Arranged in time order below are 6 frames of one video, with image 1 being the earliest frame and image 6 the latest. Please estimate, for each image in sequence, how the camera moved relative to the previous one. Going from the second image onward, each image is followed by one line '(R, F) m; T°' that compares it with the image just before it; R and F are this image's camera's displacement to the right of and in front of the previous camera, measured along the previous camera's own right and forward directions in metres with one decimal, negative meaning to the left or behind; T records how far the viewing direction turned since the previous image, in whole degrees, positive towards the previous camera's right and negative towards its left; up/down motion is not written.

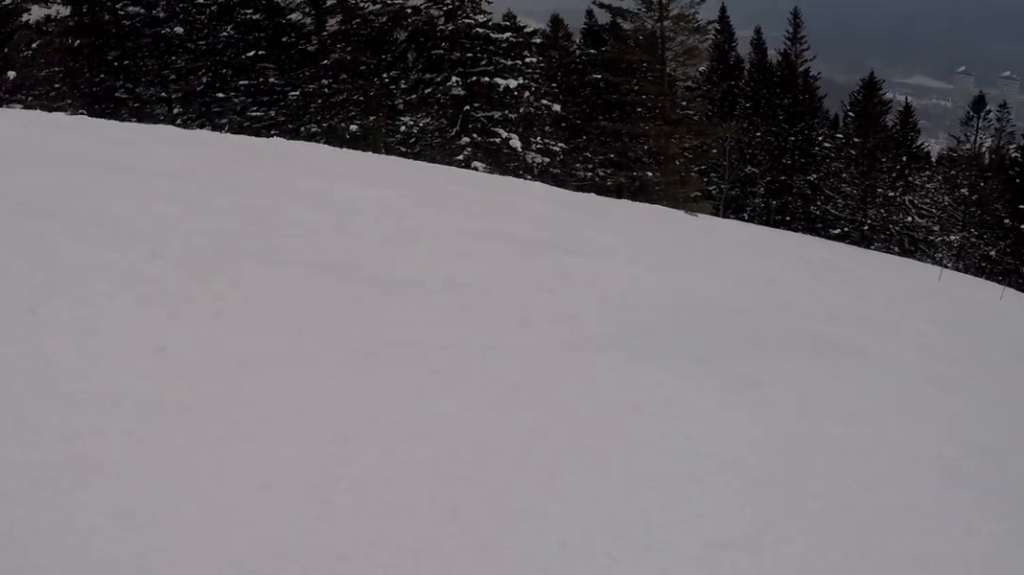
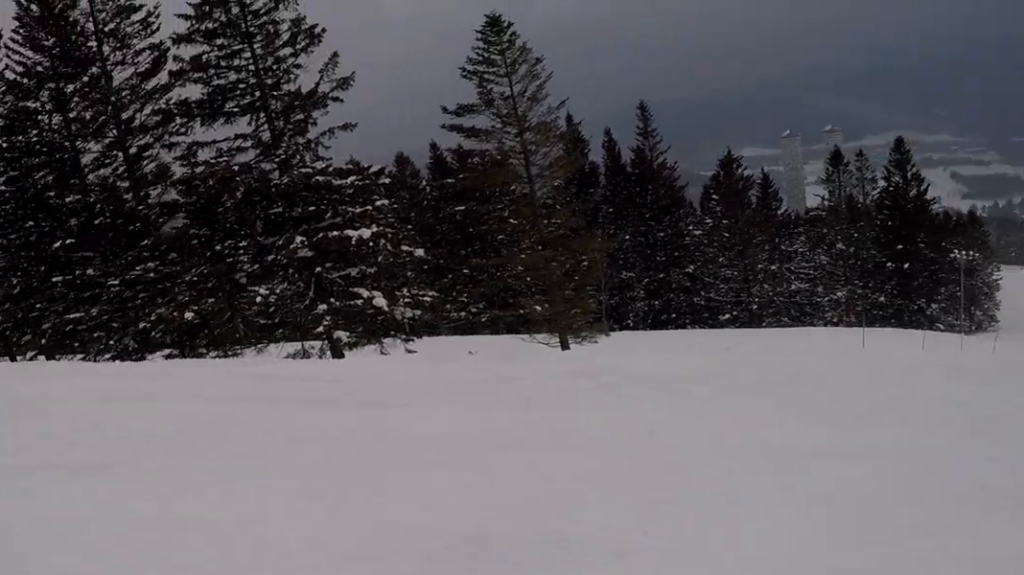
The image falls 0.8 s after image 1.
(+0.6, +4.2) m; +14°
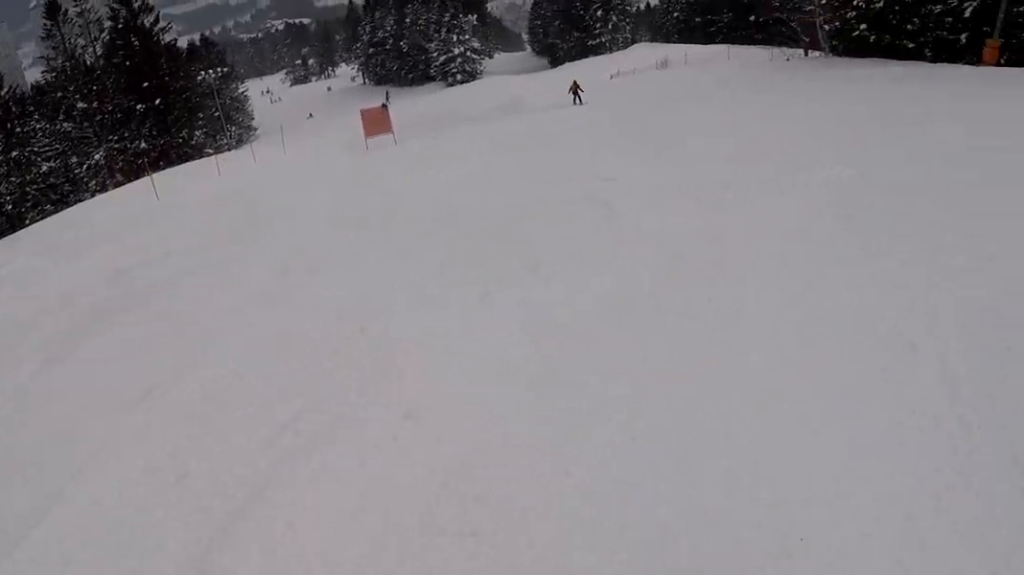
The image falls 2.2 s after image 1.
(+2.1, +5.8) m; +58°
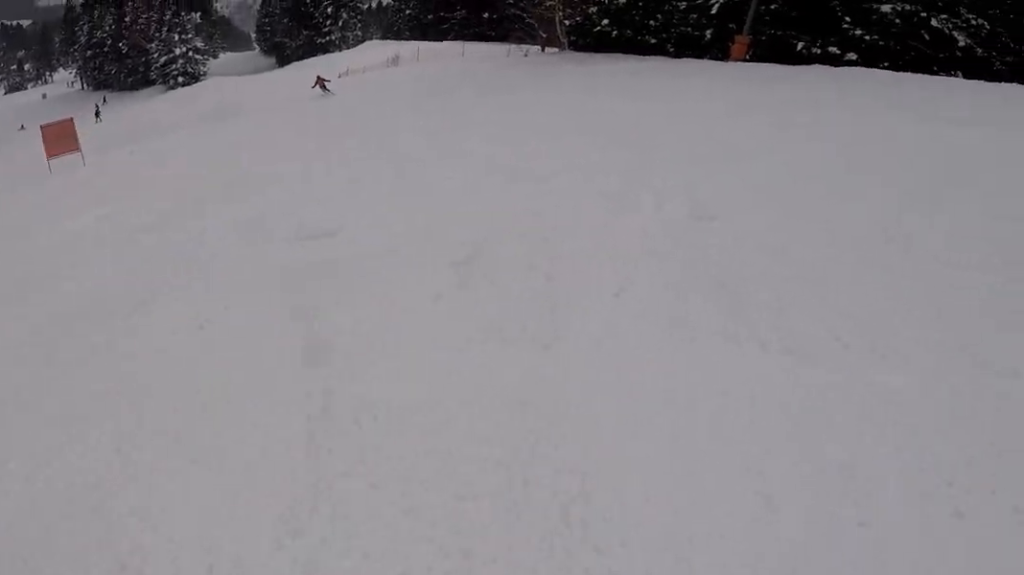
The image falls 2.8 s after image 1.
(+1.2, +3.0) m; +33°
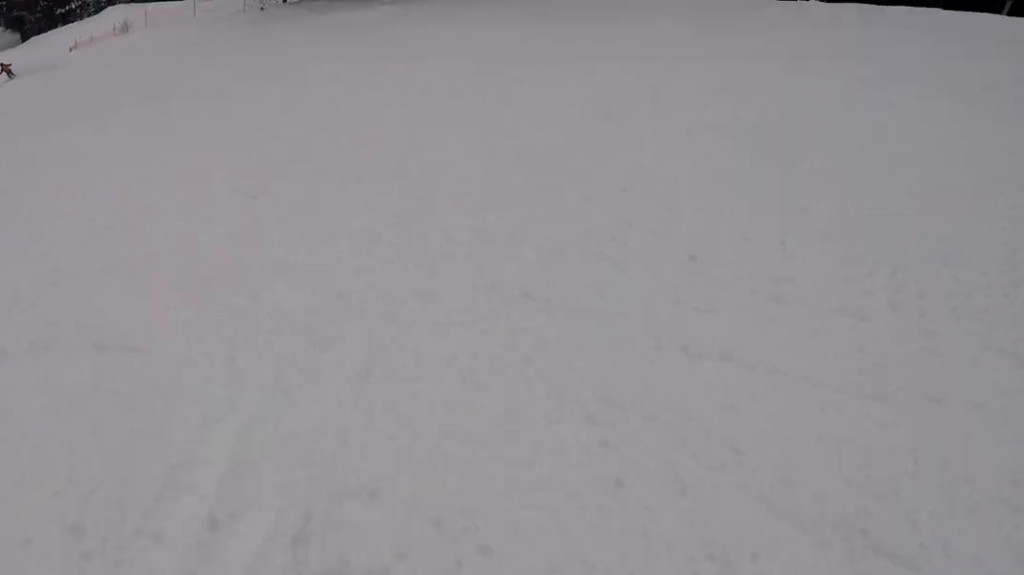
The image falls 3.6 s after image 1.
(+1.3, +4.0) m; +7°
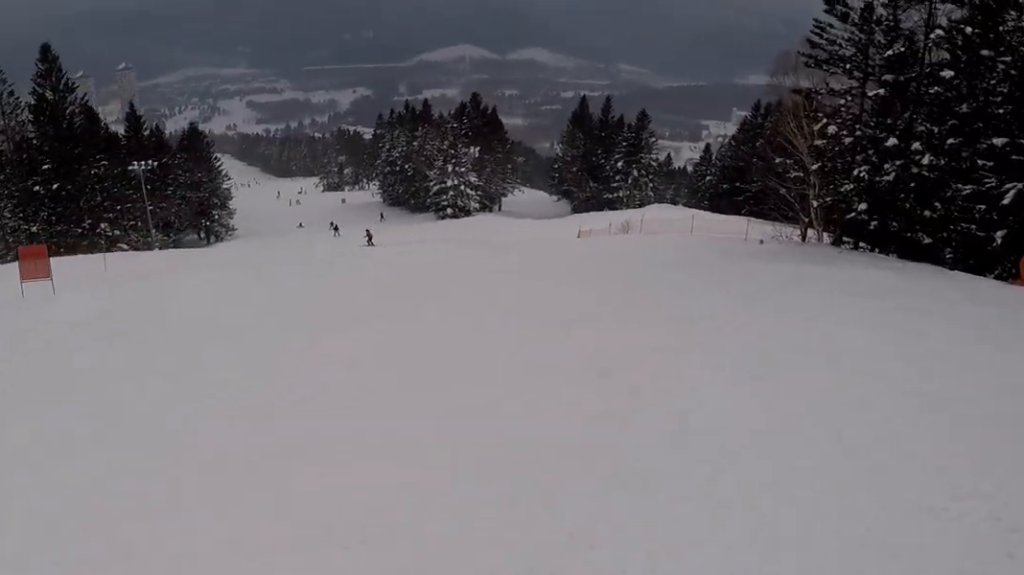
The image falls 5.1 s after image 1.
(-1.6, +6.9) m; -33°
